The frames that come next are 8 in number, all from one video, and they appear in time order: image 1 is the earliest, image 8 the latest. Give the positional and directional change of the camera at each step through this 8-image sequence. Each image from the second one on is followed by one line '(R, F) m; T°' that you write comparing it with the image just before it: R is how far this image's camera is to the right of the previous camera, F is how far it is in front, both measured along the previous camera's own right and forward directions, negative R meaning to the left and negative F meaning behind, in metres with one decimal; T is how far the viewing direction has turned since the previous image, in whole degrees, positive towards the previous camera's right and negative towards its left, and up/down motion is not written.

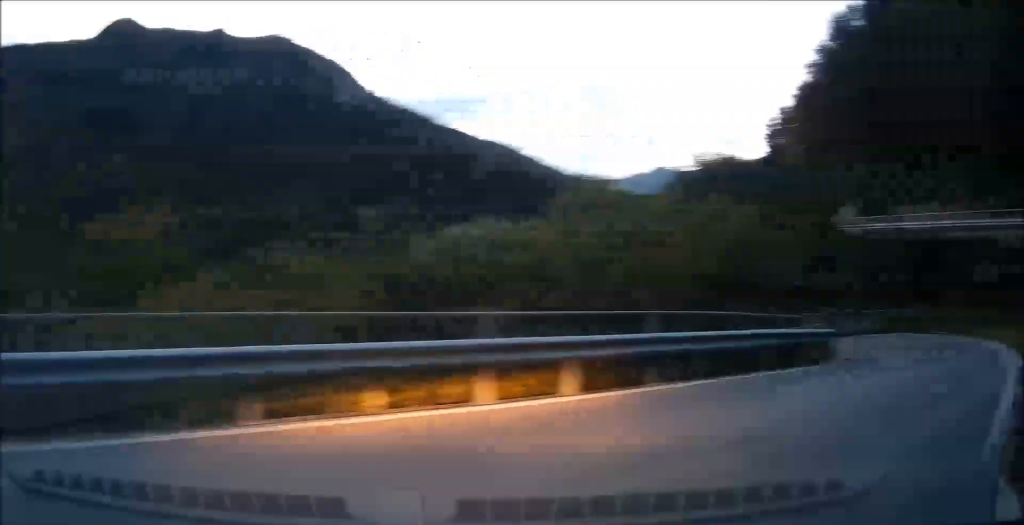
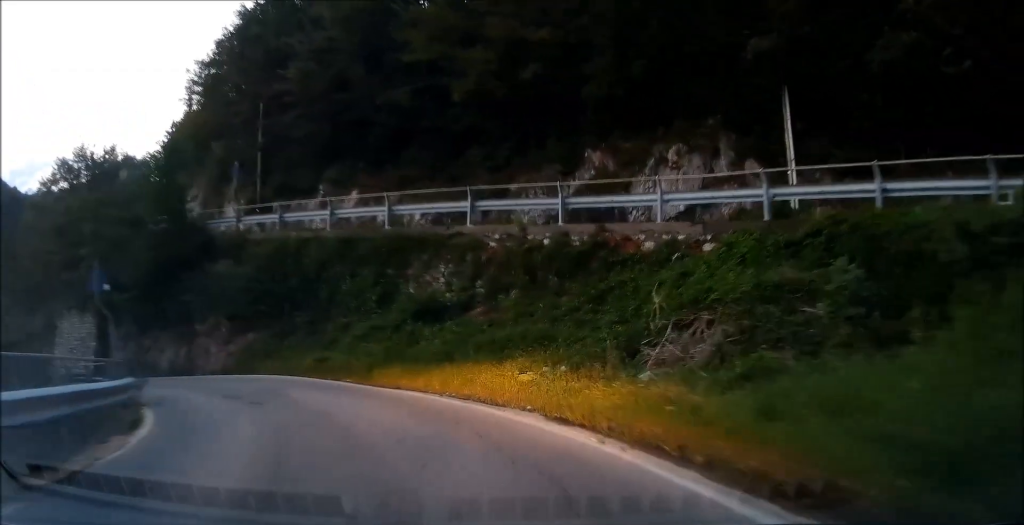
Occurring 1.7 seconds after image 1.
(+3.6, +6.4) m; +39°
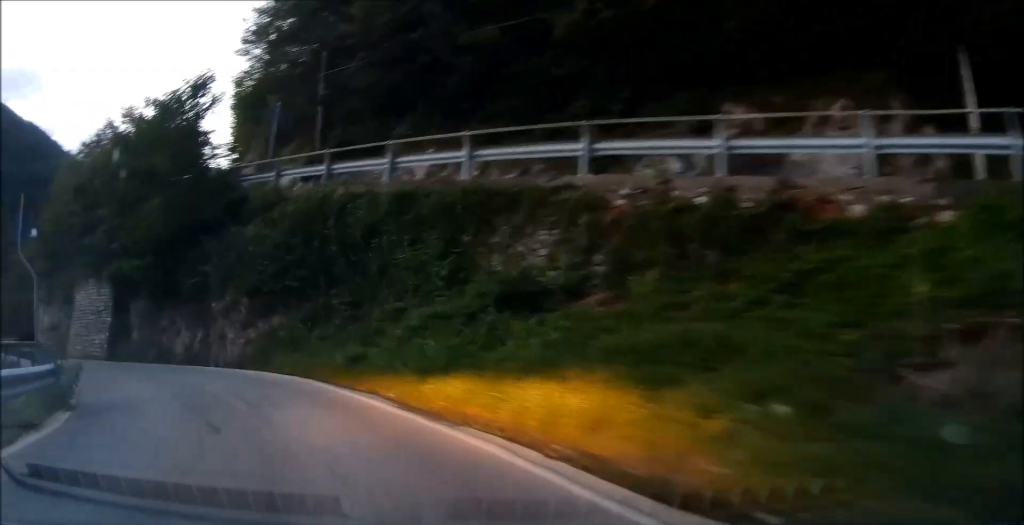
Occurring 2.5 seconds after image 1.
(+0.5, +4.3) m; +5°
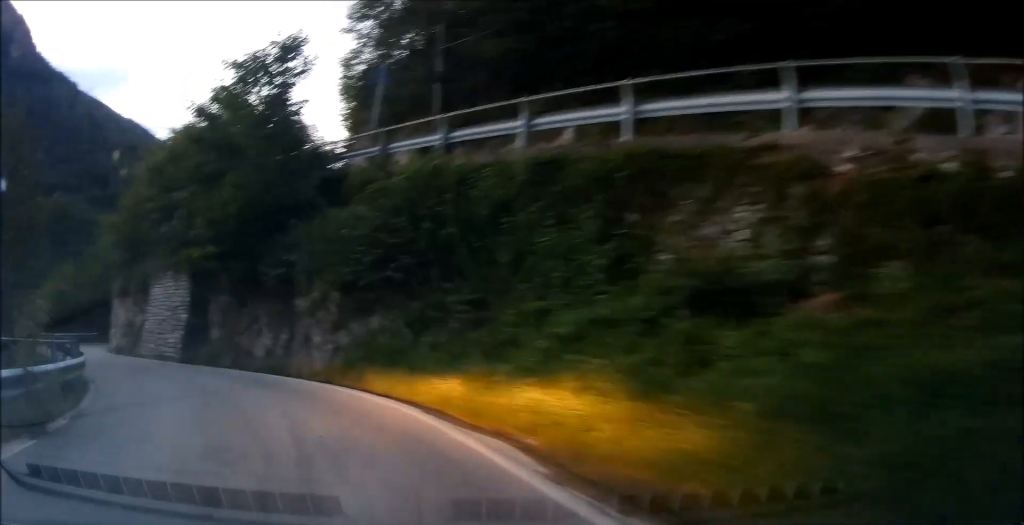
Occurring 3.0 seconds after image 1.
(+0.1, +3.1) m; 0°
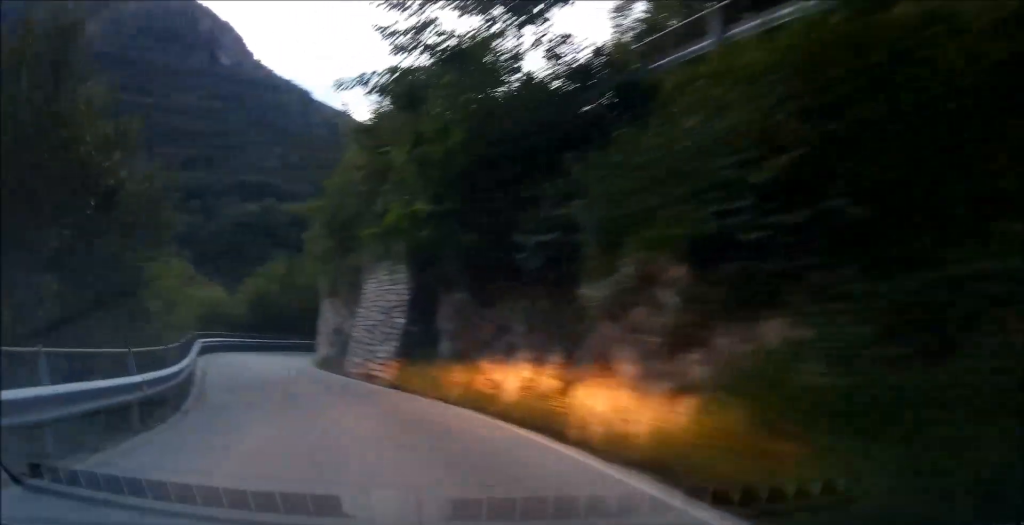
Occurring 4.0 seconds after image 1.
(-0.5, +7.7) m; -14°
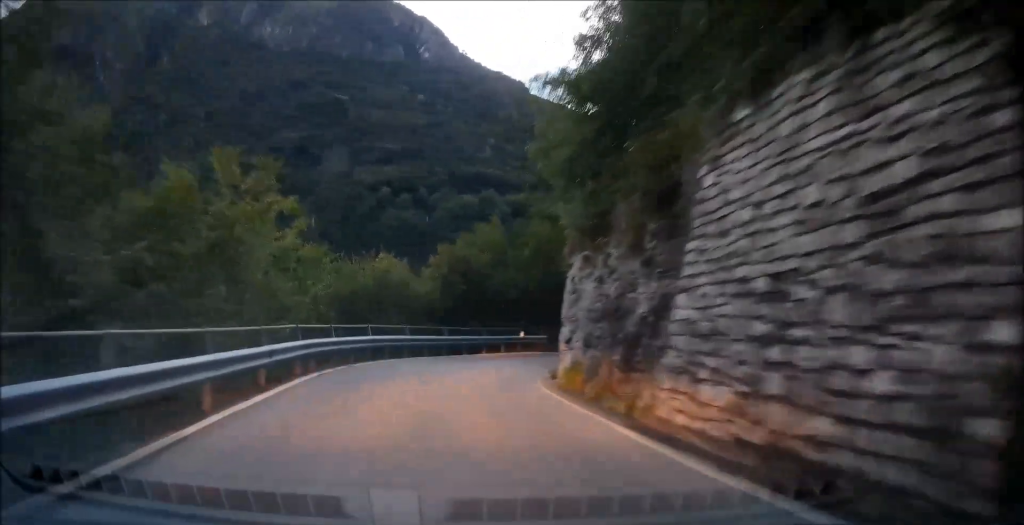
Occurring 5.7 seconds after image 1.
(-3.9, +15.0) m; -21°
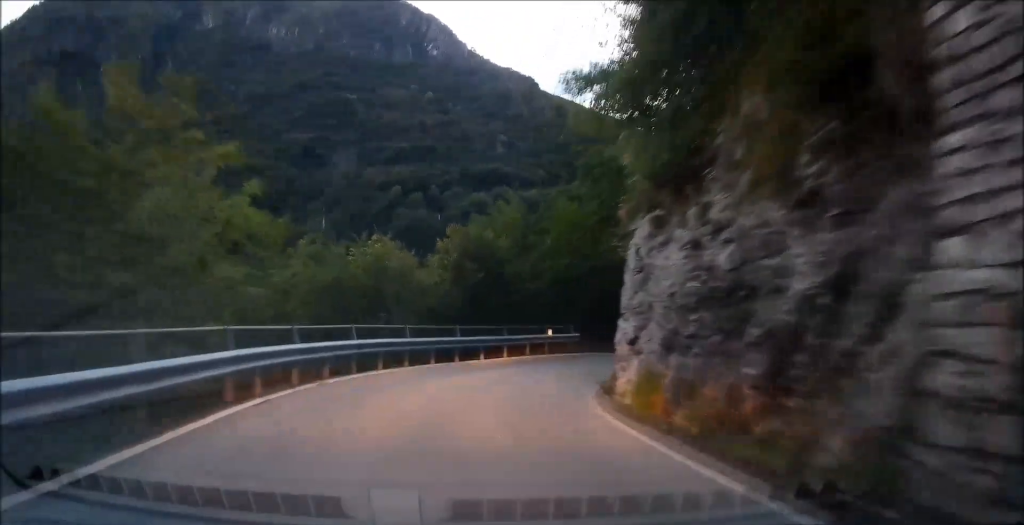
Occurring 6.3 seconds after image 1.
(-0.1, +4.9) m; +1°
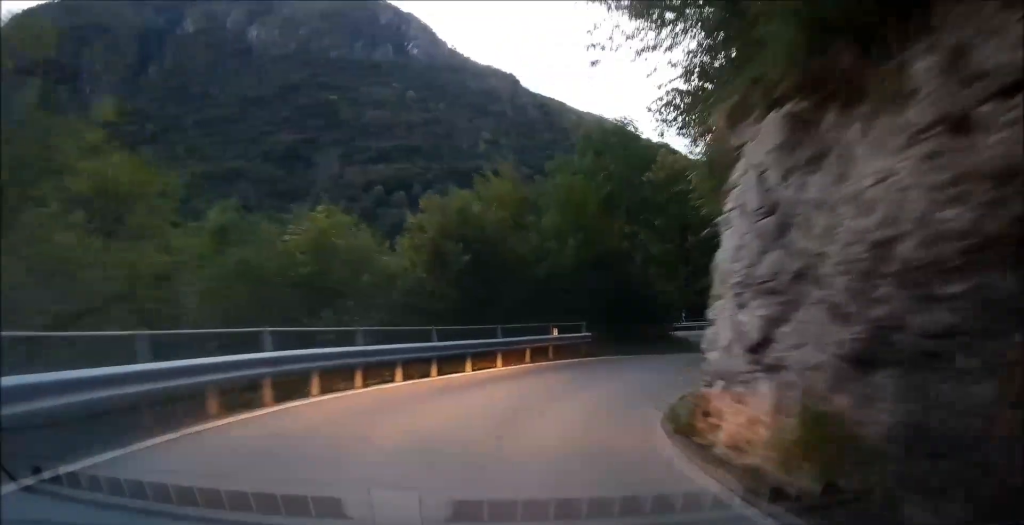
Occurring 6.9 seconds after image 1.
(-0.2, +5.5) m; +2°
